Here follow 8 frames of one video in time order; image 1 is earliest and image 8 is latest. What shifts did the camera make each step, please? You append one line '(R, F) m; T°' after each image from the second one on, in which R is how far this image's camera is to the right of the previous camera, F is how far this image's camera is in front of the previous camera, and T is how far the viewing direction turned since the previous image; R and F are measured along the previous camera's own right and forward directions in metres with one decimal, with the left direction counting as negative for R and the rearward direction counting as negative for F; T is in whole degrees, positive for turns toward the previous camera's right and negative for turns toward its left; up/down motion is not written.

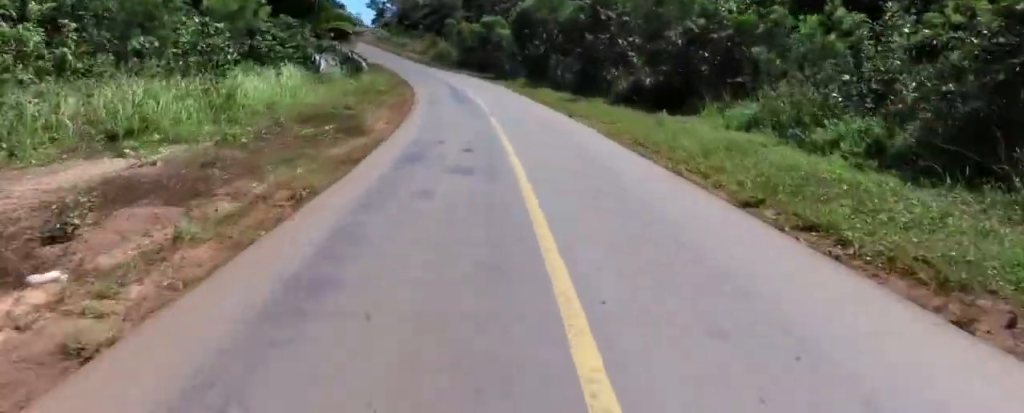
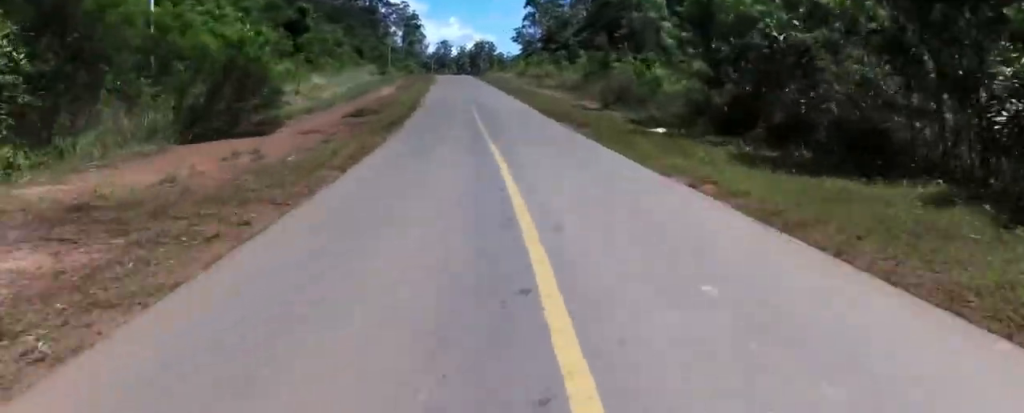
(-1.7, +43.0) m; -14°
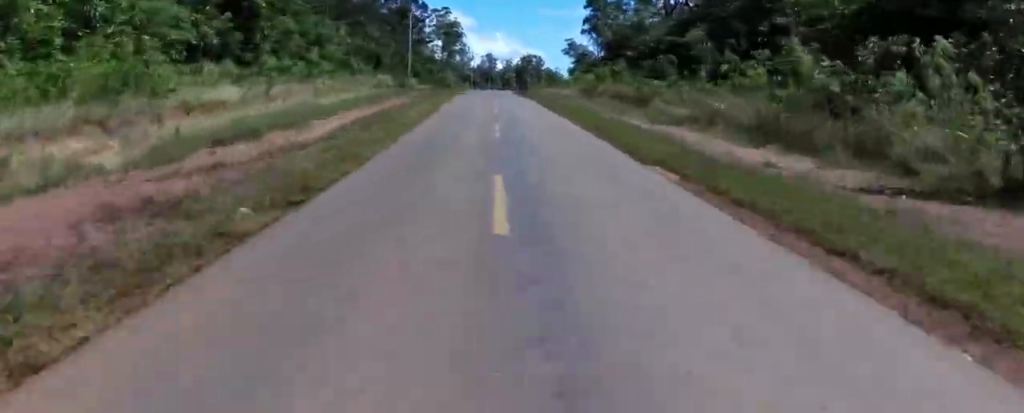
(-1.7, +23.4) m; -4°
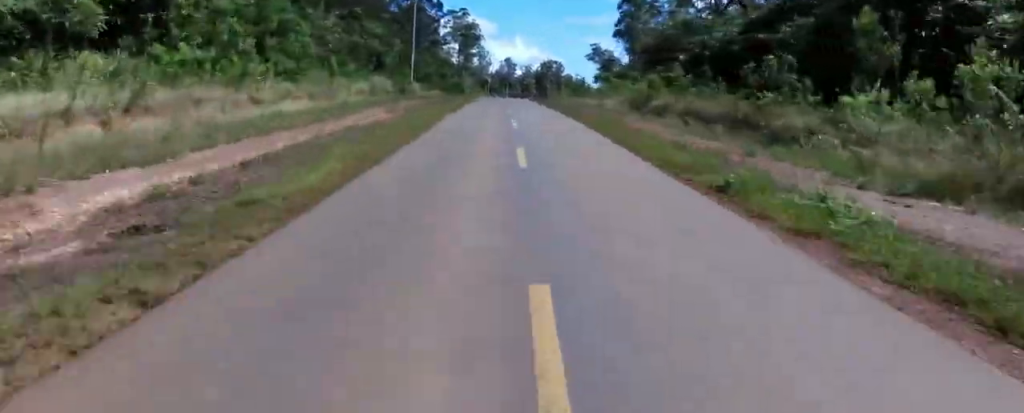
(0.0, +11.5) m; 0°
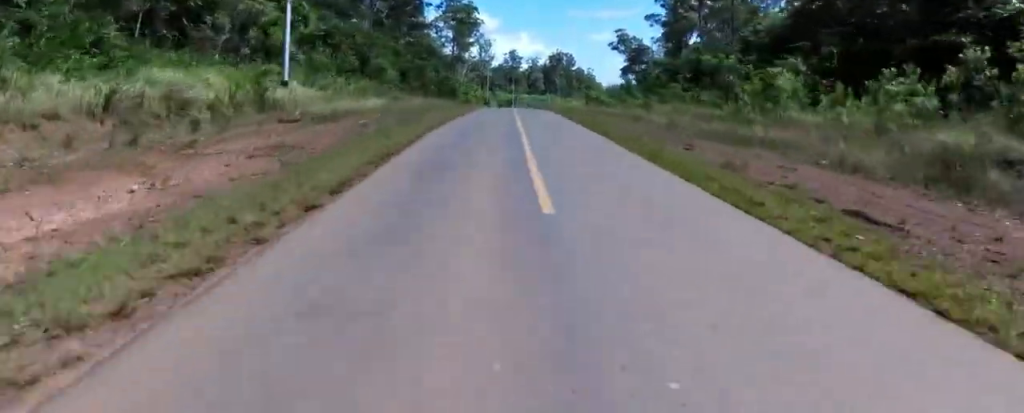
(0.0, +35.2) m; -3°
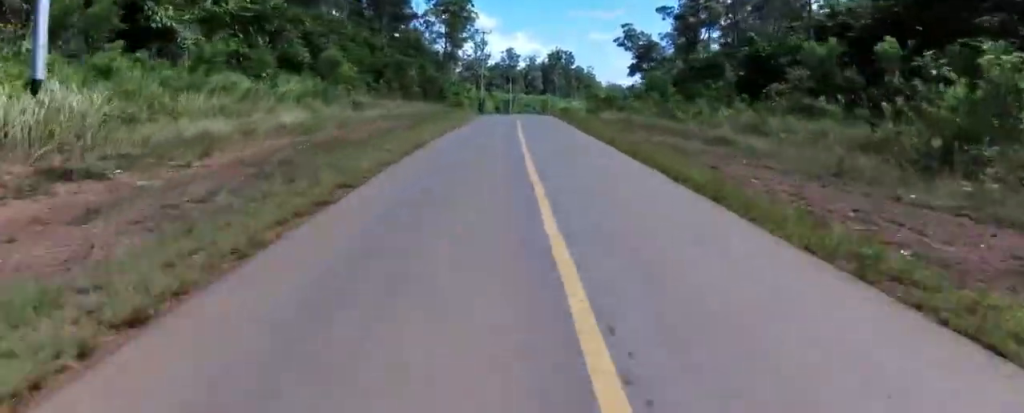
(-0.4, +12.8) m; +1°
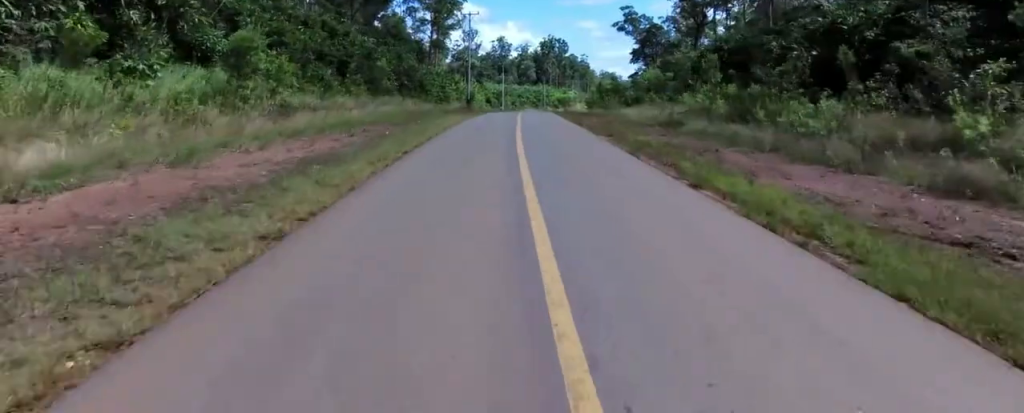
(-1.0, +10.5) m; +2°
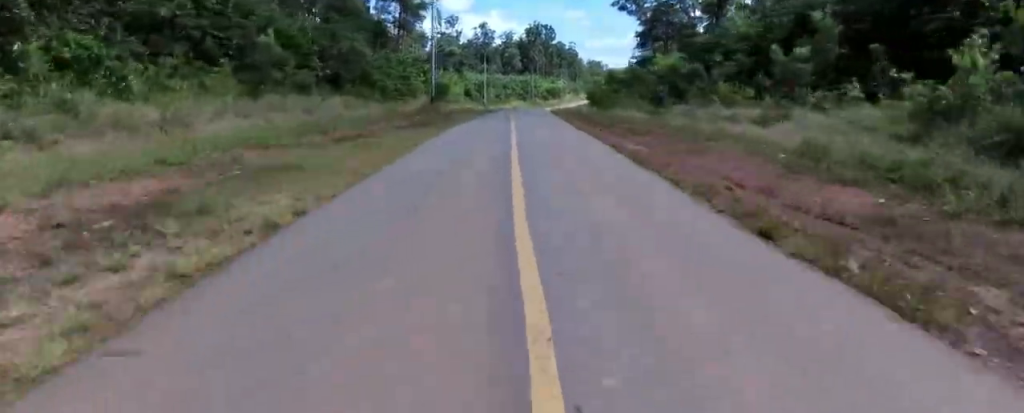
(+2.0, +20.3) m; +3°
